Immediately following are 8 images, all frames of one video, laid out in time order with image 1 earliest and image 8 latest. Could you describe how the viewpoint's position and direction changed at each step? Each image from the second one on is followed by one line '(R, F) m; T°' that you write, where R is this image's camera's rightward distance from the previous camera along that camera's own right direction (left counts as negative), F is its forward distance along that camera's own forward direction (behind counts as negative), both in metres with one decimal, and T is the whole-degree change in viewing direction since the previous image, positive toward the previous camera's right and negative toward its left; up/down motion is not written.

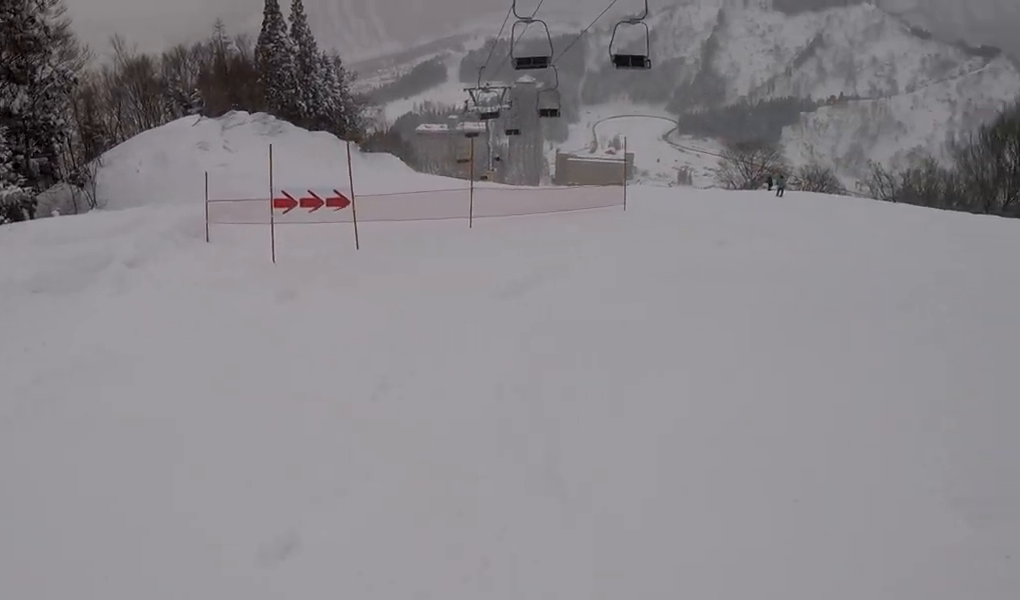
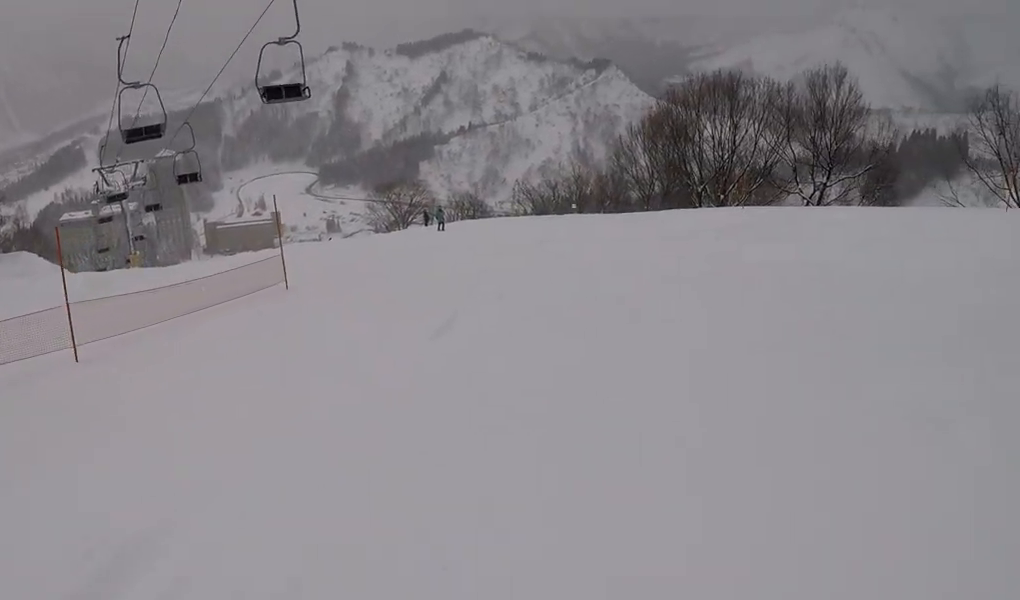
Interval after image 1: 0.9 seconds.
(+0.4, +3.4) m; +21°
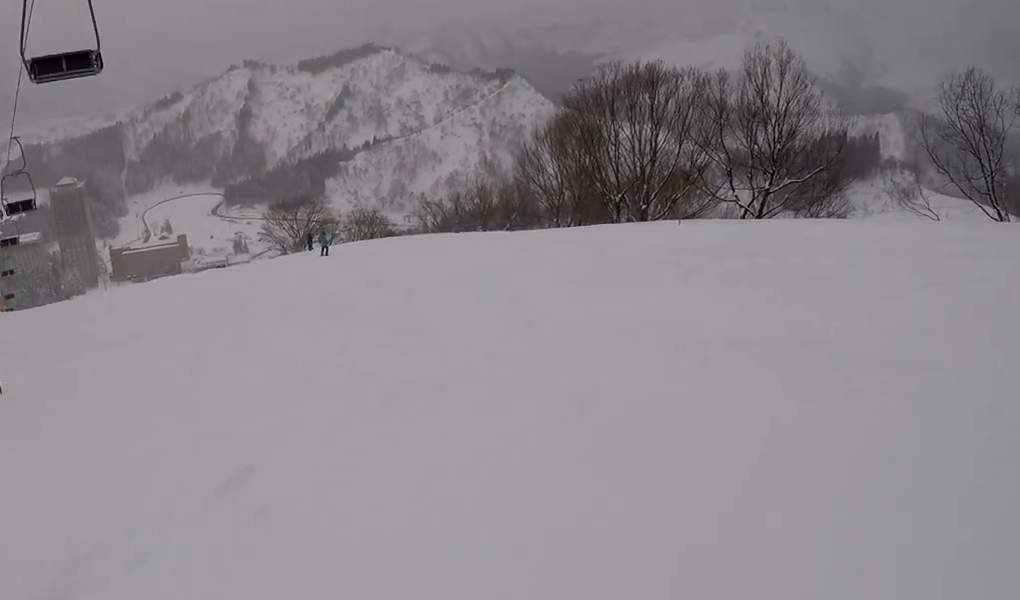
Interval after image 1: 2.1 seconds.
(+1.3, +4.4) m; +26°
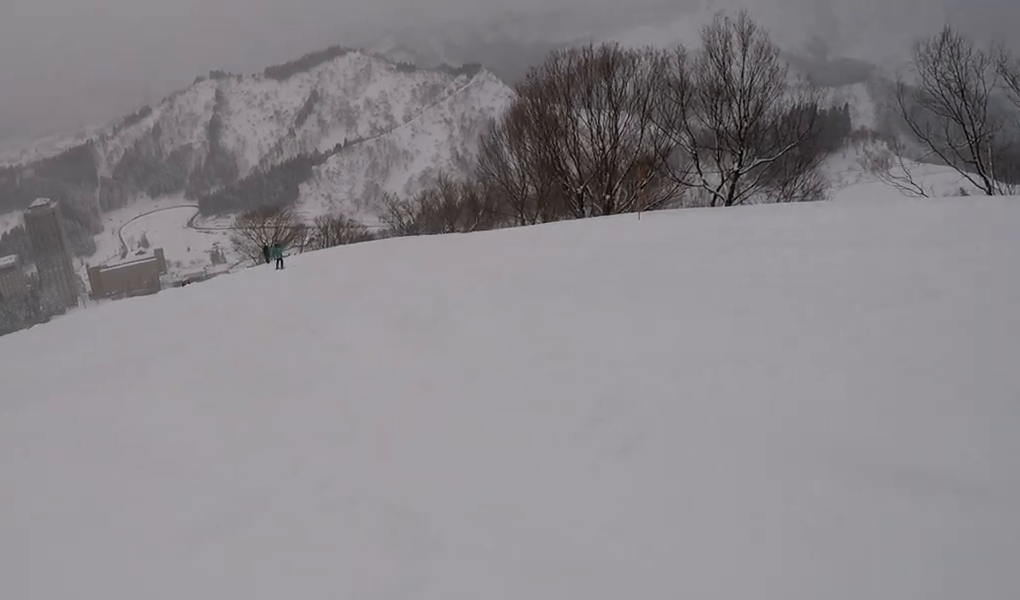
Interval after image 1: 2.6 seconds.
(-0.1, +2.0) m; +8°
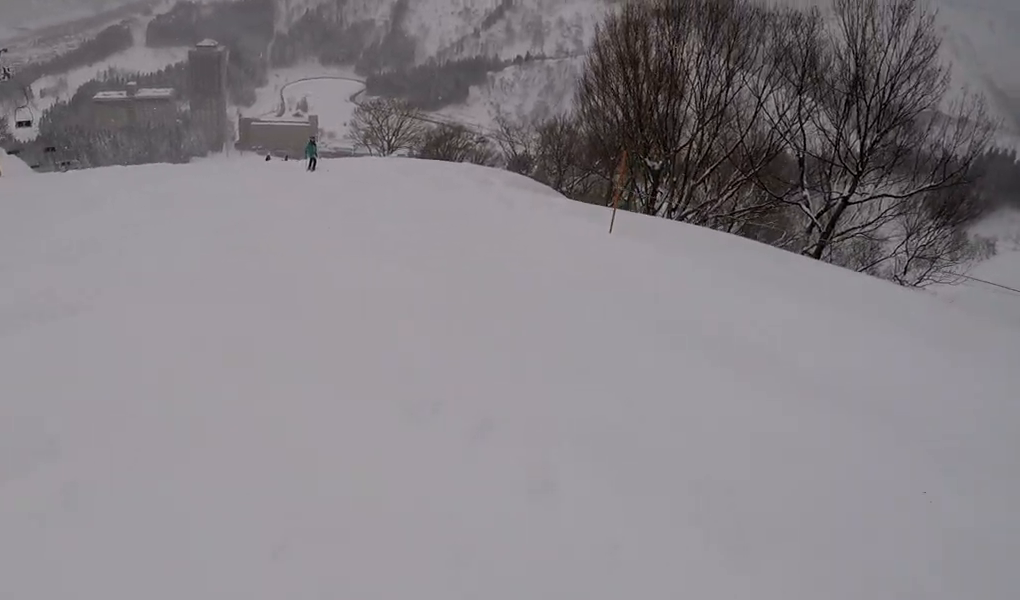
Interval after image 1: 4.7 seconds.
(-3.0, +5.1) m; -71°
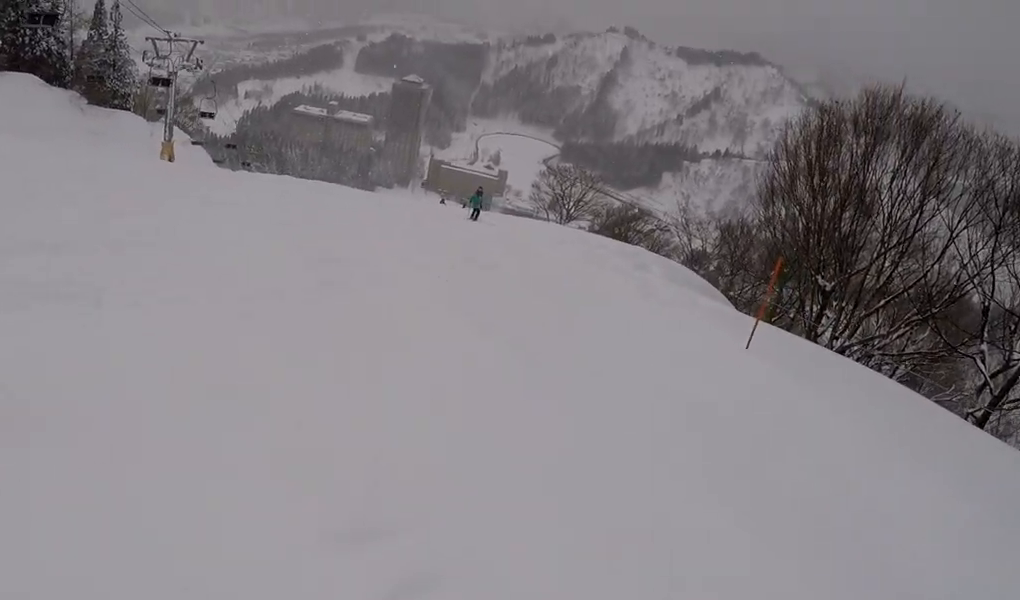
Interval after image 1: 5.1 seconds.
(0.0, +1.6) m; -12°
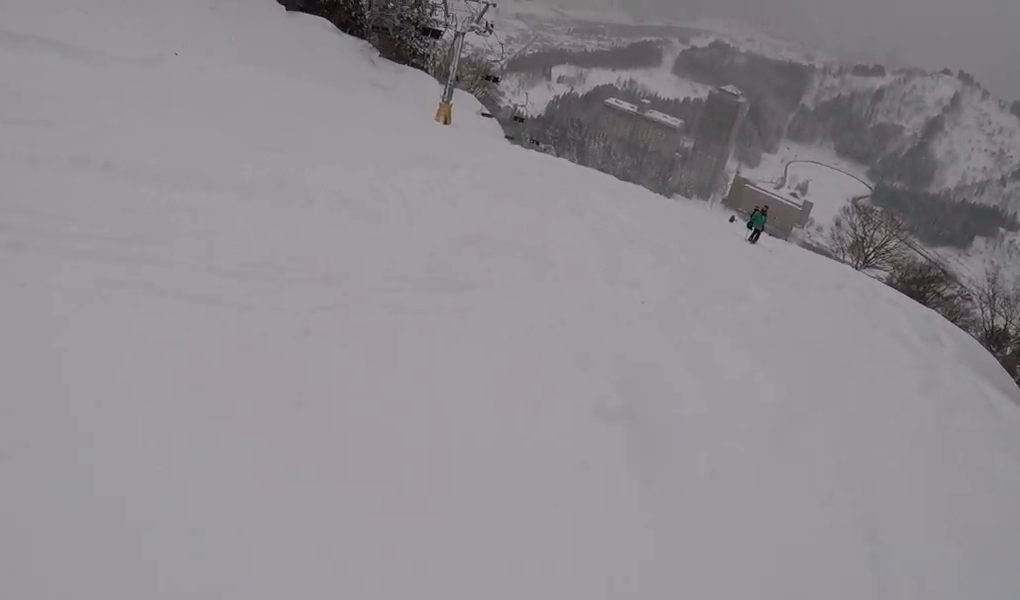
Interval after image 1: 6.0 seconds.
(-0.6, +3.0) m; -23°
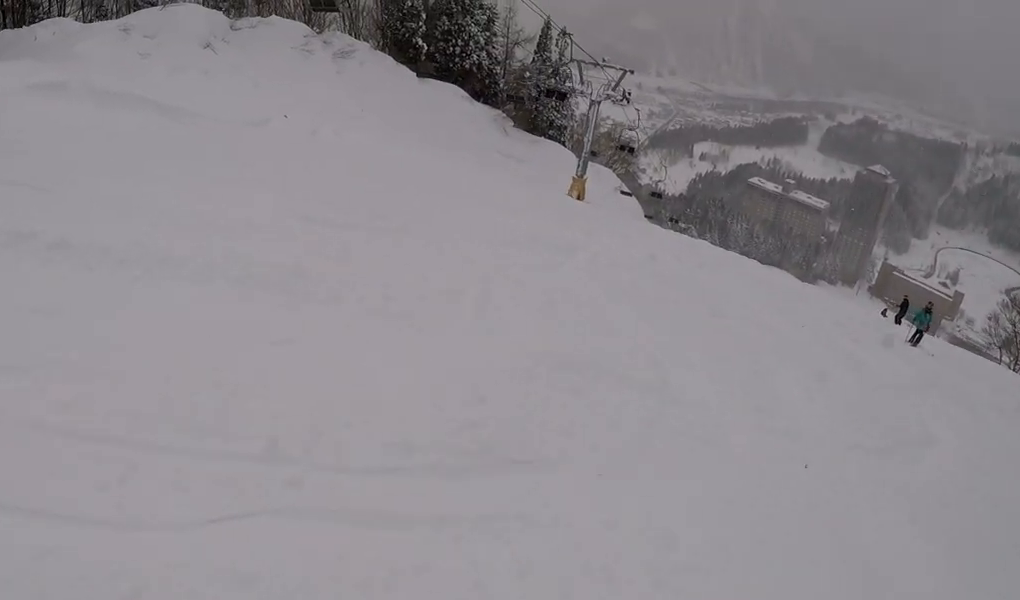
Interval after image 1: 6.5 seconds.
(-0.4, +2.1) m; -14°
